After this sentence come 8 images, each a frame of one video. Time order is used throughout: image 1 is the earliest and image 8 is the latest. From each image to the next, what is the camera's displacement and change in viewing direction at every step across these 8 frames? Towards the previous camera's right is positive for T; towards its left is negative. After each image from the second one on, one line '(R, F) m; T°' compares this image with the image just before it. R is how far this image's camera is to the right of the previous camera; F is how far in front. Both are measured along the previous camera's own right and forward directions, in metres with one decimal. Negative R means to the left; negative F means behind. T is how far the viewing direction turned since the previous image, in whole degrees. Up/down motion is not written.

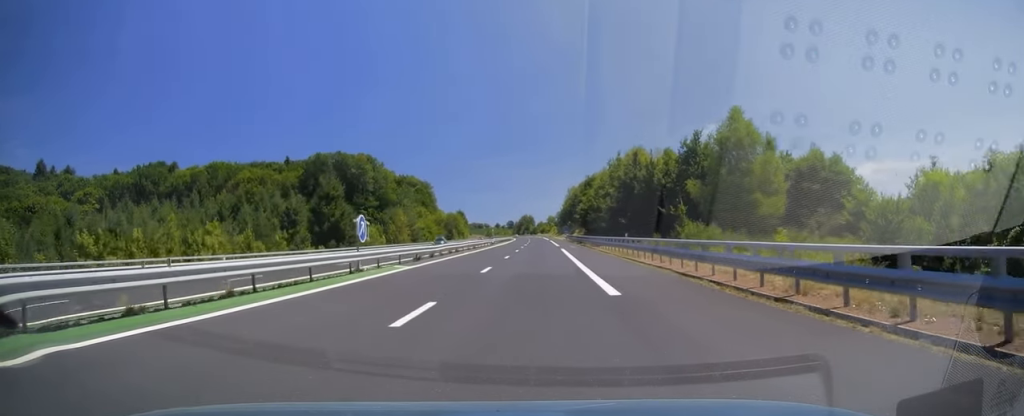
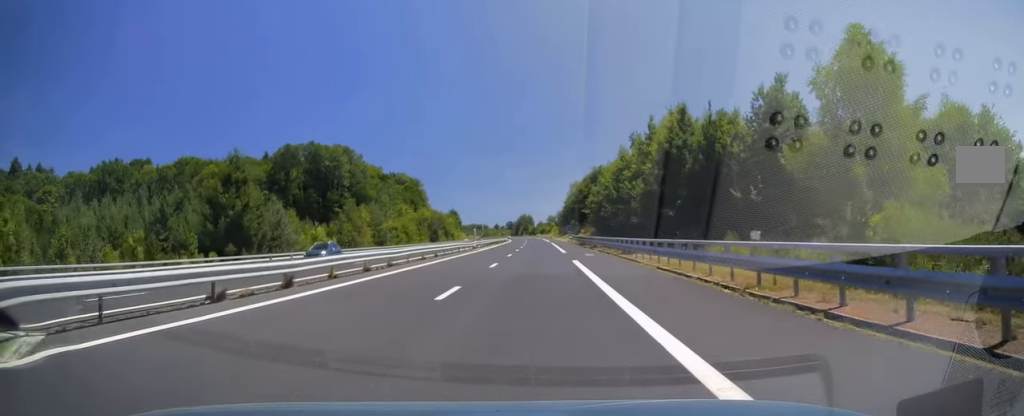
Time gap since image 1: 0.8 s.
(0.0, +22.0) m; 0°
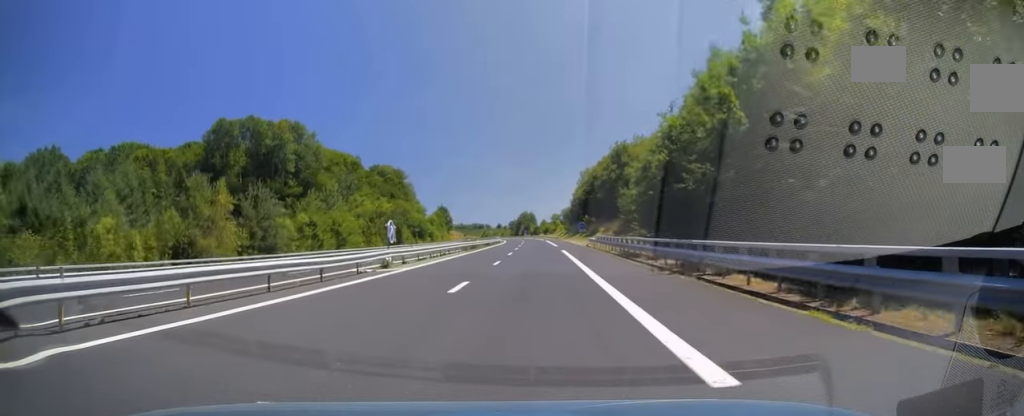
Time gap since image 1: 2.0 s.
(+0.3, +37.2) m; +1°
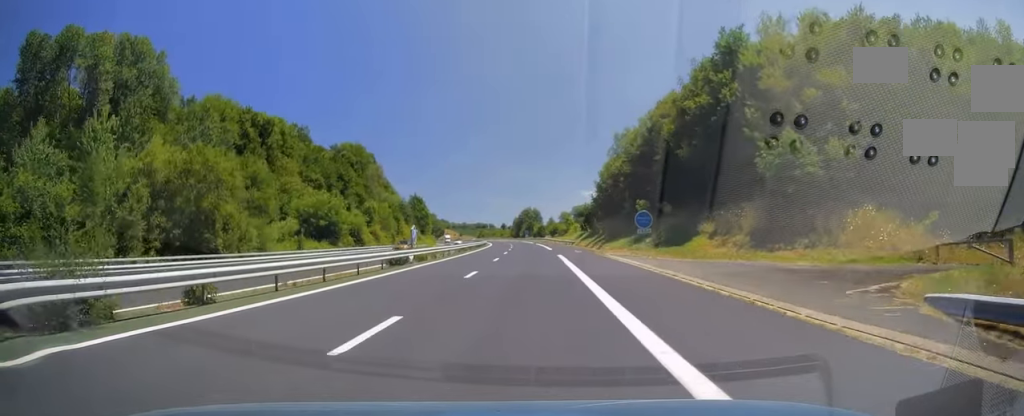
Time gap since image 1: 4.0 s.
(-0.4, +59.3) m; -1°
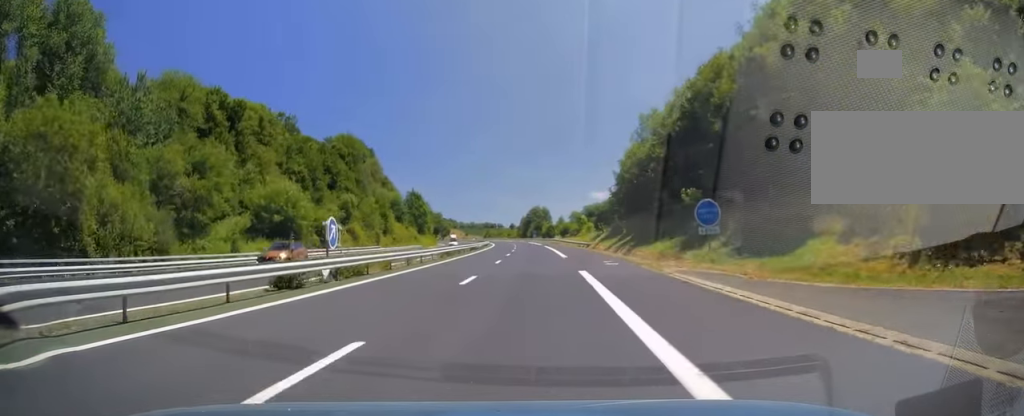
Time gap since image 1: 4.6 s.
(0.0, +15.2) m; 0°
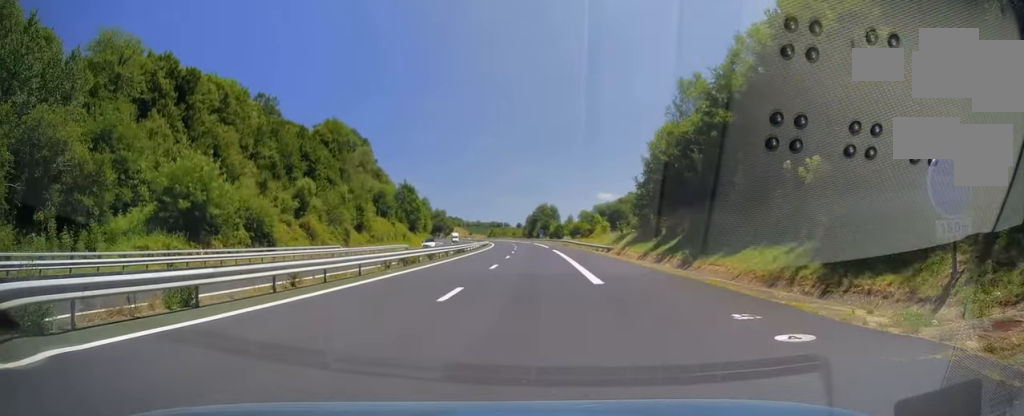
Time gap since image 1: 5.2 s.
(0.0, +17.6) m; -1°
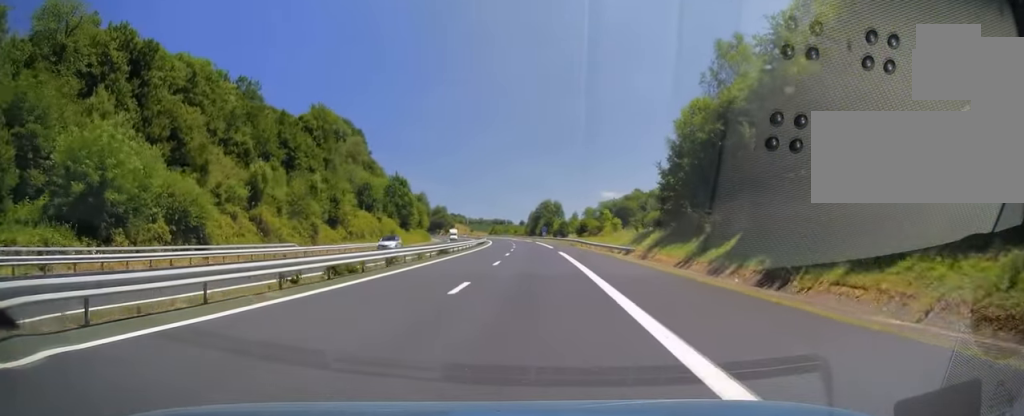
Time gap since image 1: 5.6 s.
(+0.1, +11.8) m; 0°
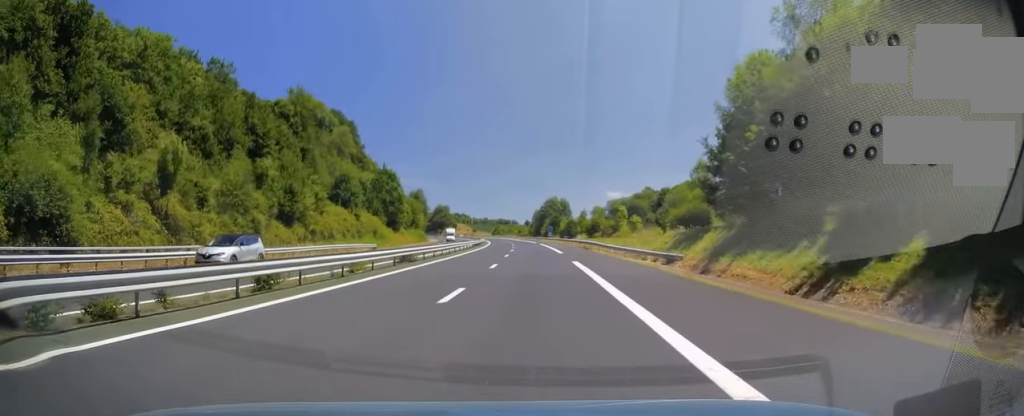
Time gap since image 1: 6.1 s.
(-0.2, +14.7) m; -1°
